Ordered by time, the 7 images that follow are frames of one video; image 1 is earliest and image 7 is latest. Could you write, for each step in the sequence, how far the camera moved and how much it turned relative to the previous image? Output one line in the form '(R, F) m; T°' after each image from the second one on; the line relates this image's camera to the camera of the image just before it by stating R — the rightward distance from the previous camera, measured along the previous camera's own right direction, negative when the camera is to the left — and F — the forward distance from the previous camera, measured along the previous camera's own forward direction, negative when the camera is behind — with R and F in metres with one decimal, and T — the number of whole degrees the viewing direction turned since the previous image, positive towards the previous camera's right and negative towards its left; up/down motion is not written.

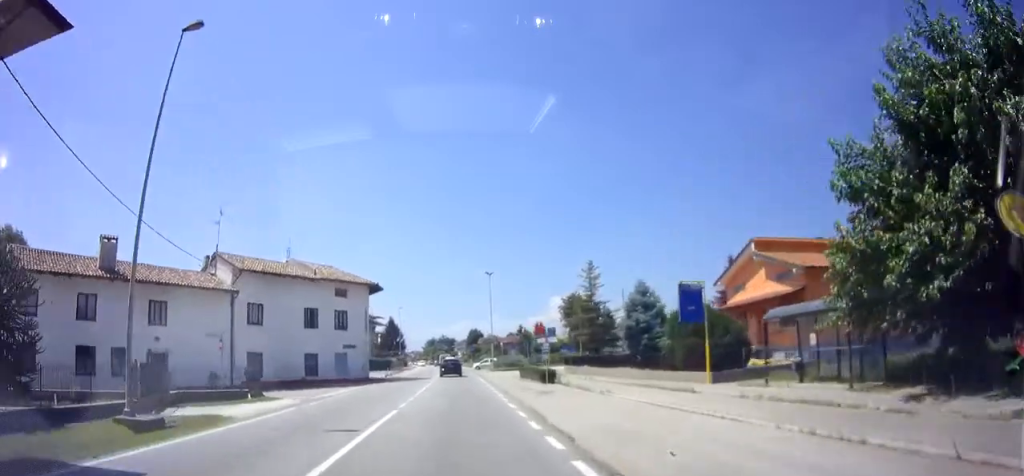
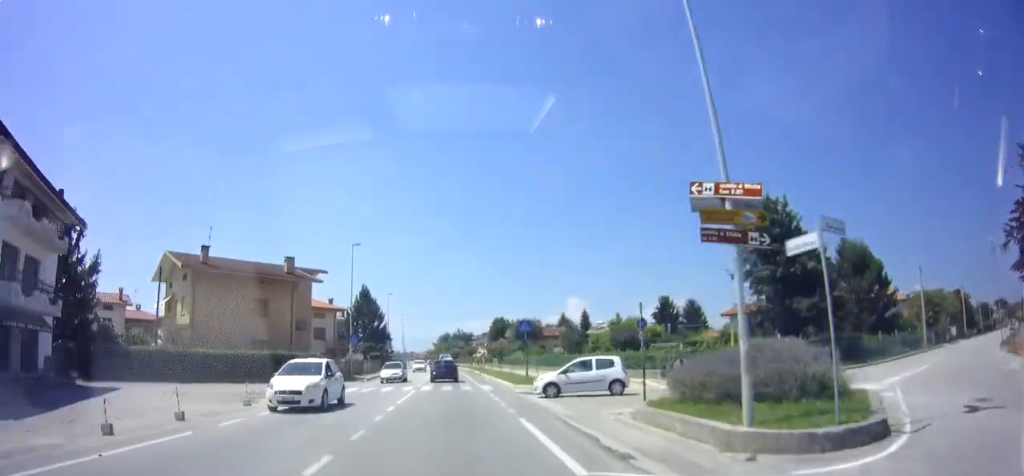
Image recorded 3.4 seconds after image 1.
(-0.7, +50.5) m; -2°
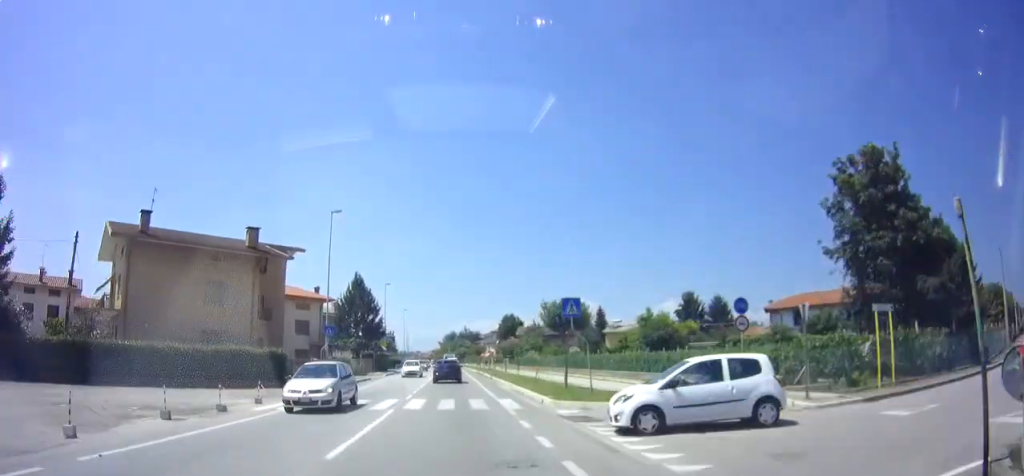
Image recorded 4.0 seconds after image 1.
(0.0, +9.8) m; -1°
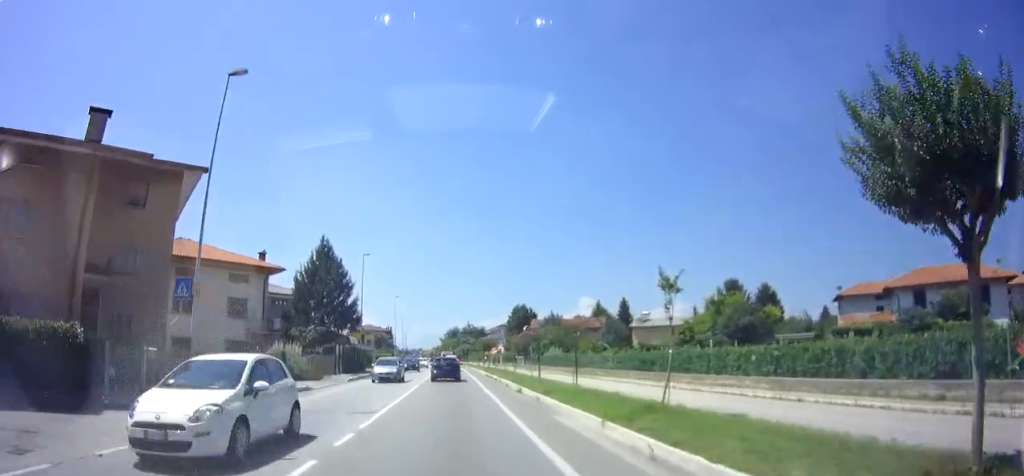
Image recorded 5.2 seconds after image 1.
(-0.2, +16.8) m; 0°
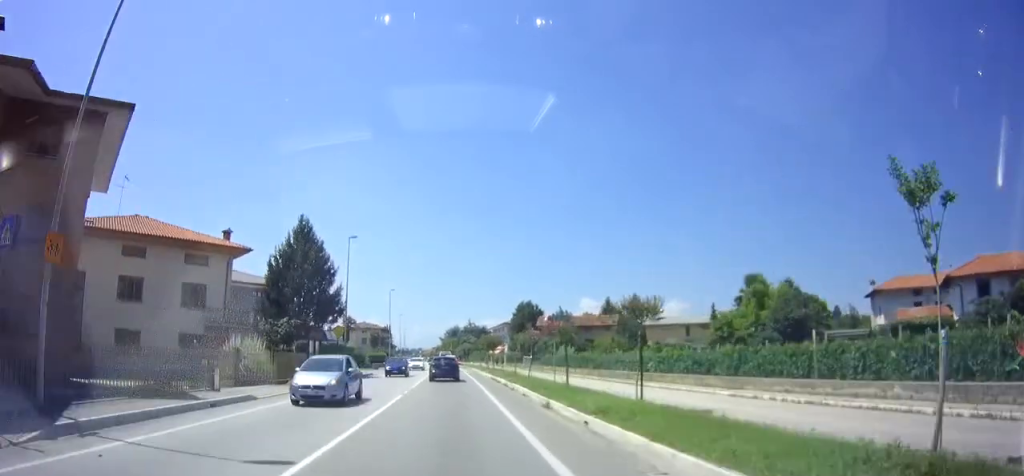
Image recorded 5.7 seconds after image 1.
(+0.2, +6.7) m; 0°
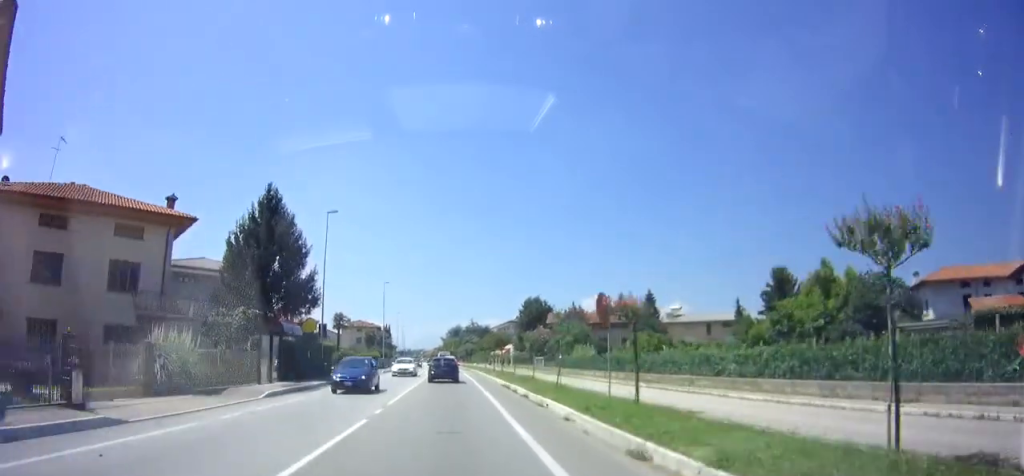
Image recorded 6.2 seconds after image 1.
(0.0, +7.6) m; 0°
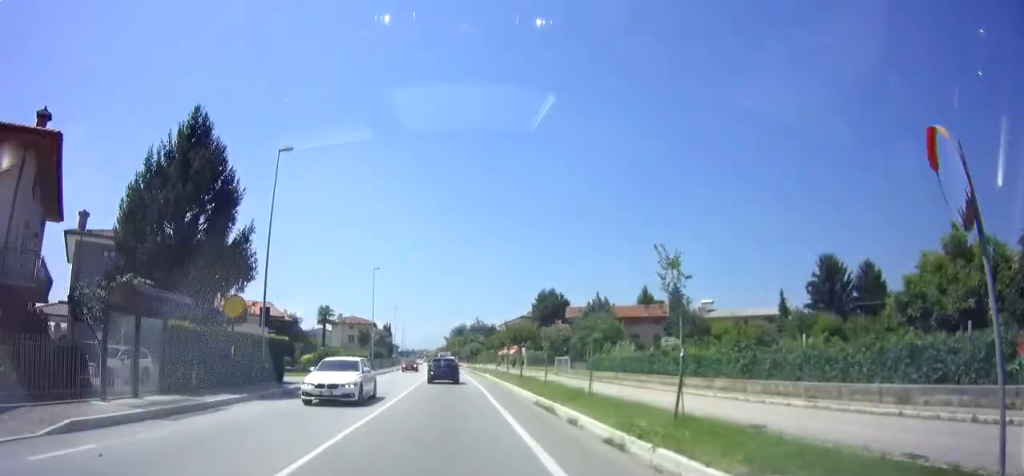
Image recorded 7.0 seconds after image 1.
(-0.3, +10.8) m; -1°
